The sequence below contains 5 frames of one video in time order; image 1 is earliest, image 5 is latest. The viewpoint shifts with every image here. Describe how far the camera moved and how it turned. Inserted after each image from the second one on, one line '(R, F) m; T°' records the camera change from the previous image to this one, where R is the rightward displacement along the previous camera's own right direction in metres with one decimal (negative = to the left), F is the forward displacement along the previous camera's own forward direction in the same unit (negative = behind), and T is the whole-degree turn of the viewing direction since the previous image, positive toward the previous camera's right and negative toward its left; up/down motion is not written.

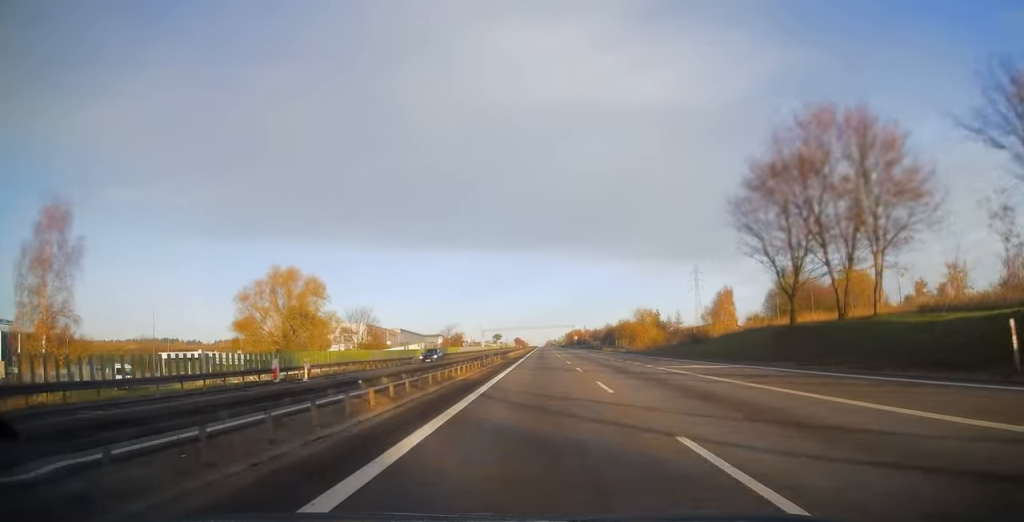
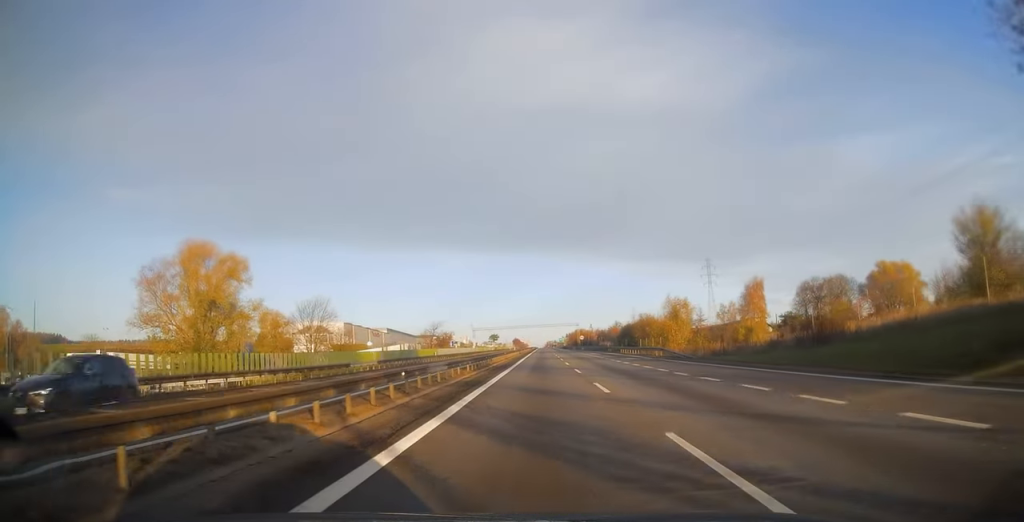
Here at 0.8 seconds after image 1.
(+0.1, +23.6) m; 0°
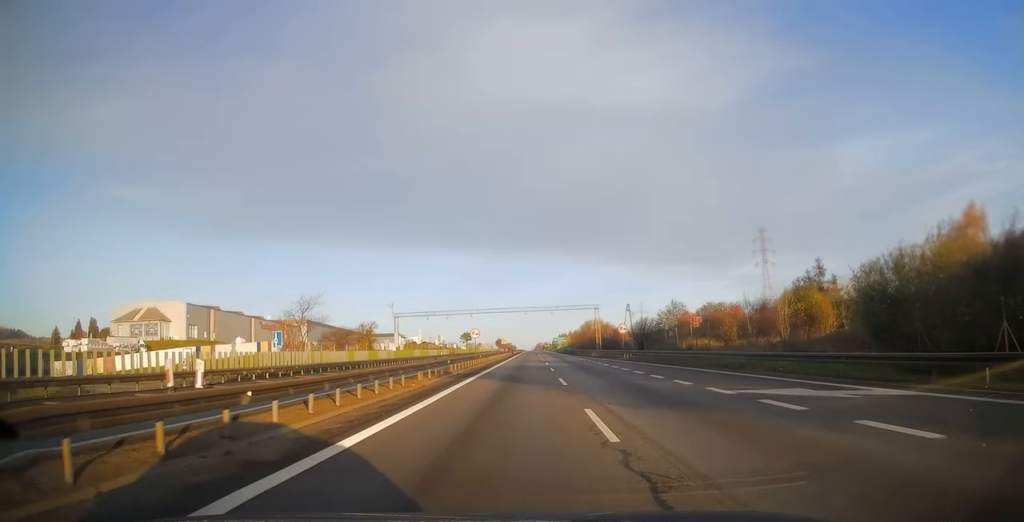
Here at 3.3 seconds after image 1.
(+0.6, +79.9) m; +1°
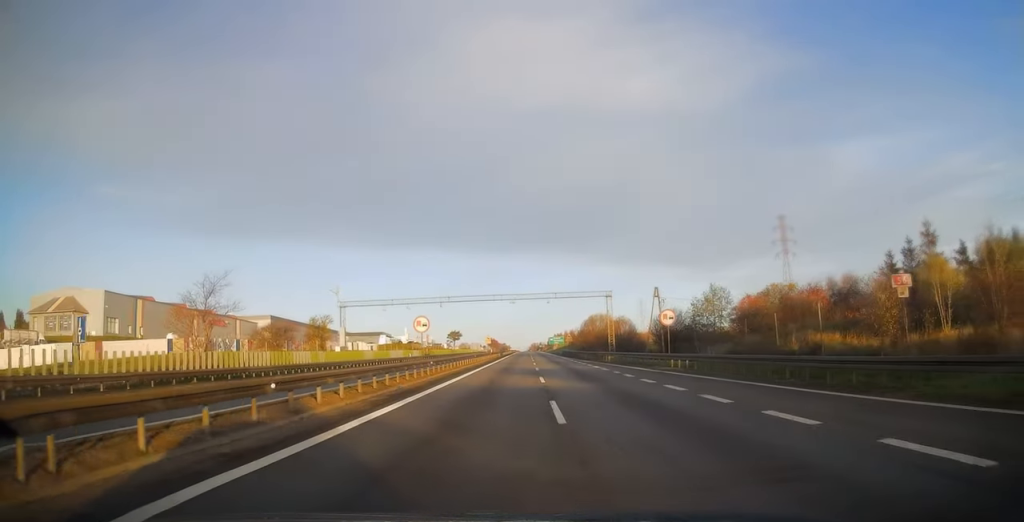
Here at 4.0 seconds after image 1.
(0.0, +21.7) m; 0°
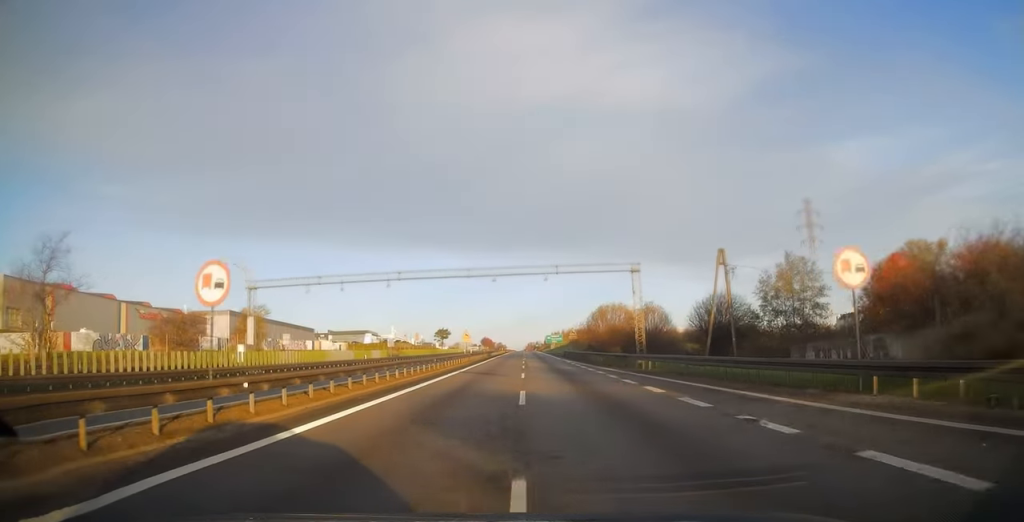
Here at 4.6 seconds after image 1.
(+0.1, +20.7) m; 0°
